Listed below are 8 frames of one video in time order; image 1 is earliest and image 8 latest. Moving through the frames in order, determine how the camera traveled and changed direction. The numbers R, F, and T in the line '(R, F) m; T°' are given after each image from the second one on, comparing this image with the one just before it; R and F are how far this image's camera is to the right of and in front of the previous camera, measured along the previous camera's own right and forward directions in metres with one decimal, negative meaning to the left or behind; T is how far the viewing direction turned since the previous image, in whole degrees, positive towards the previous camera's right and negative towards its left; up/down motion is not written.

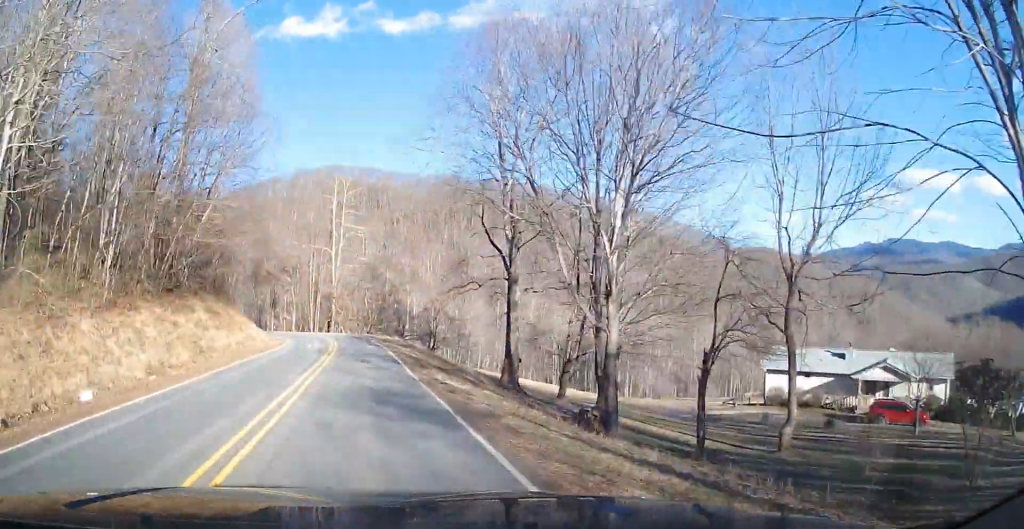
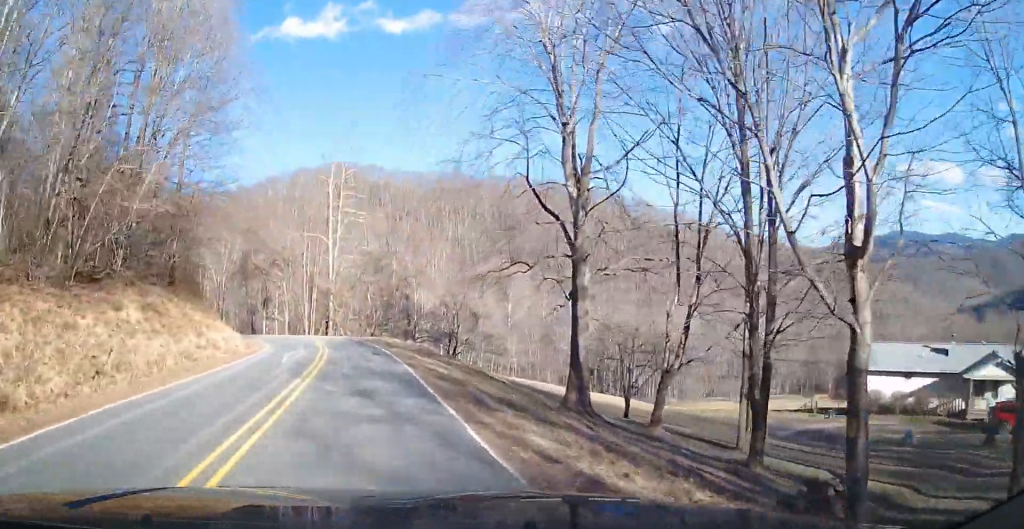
(-0.5, +10.0) m; -2°
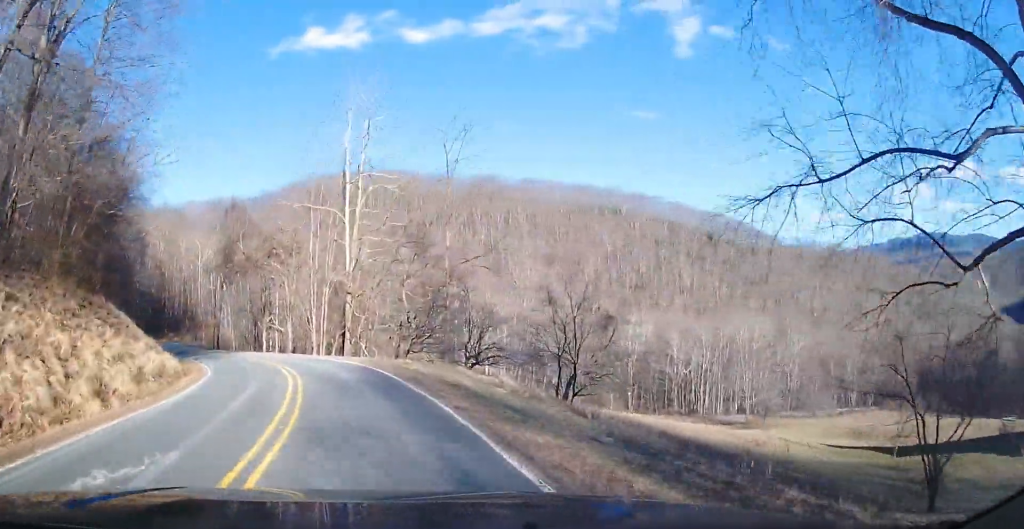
(-0.5, +18.3) m; -8°
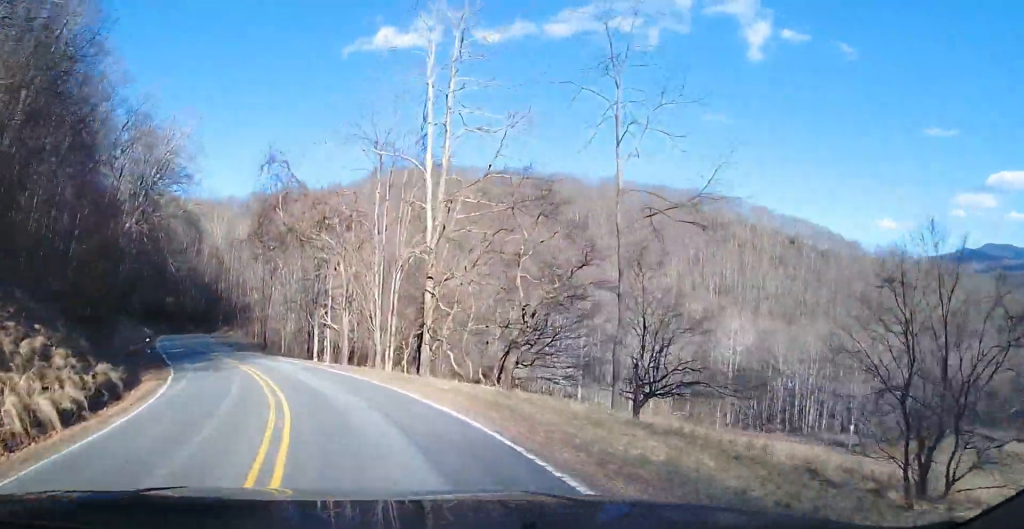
(-1.5, +13.1) m; -10°
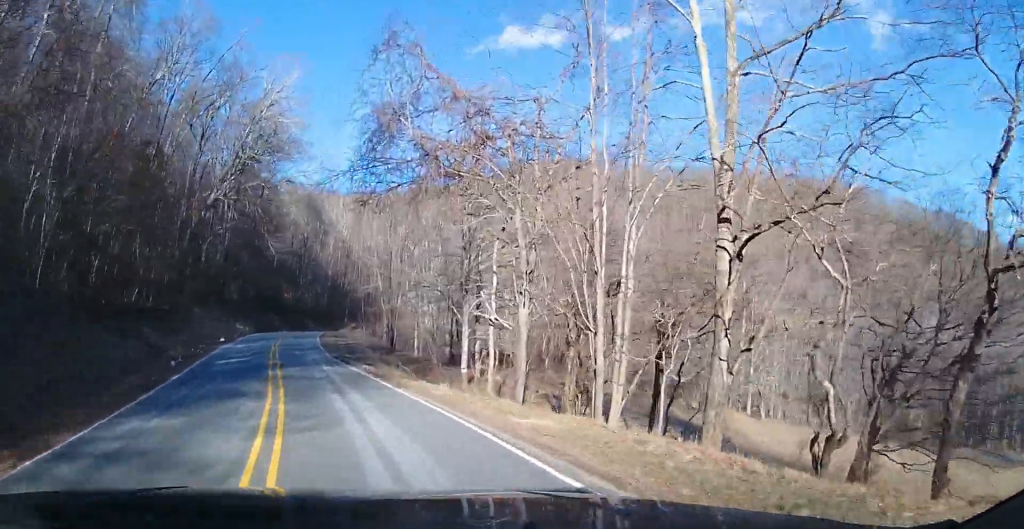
(-1.6, +15.6) m; -9°
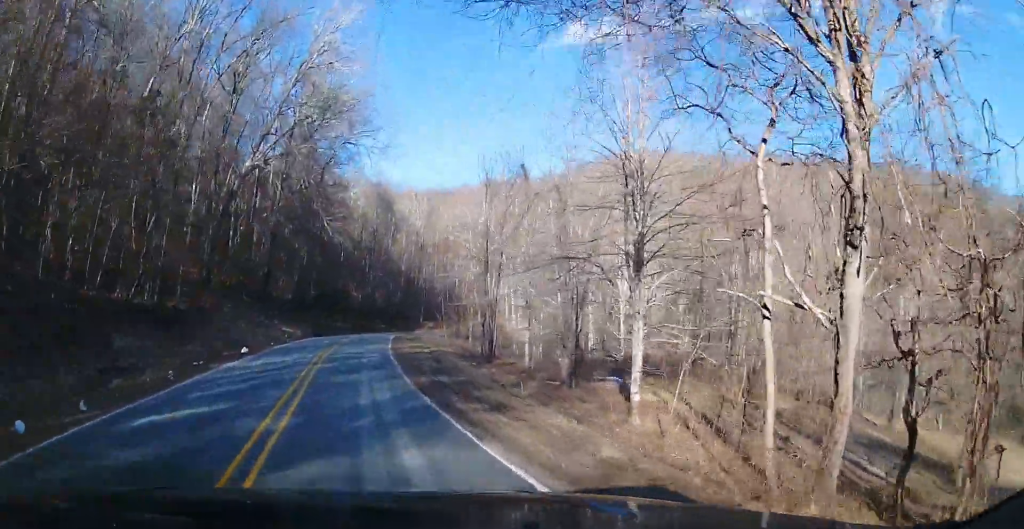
(-0.3, +12.9) m; -2°
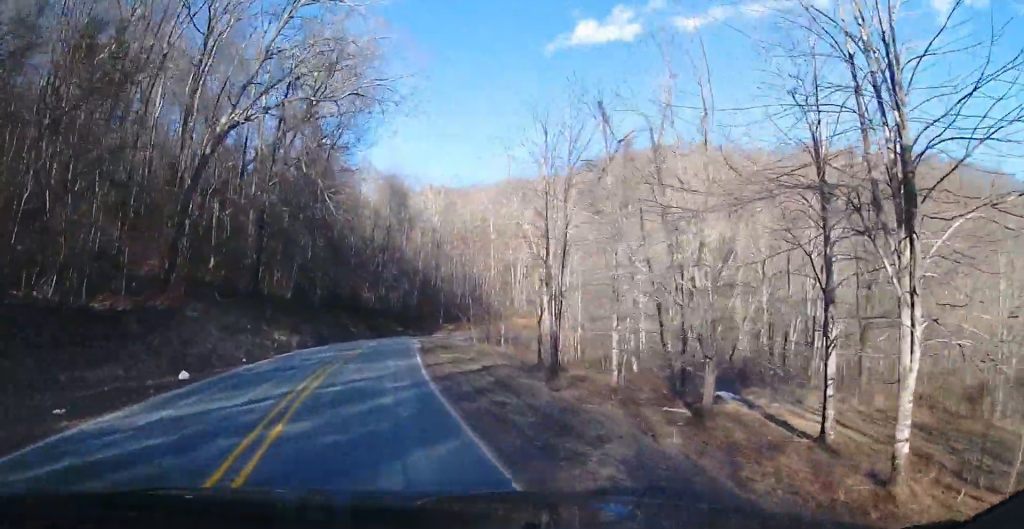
(-0.2, +10.2) m; -1°
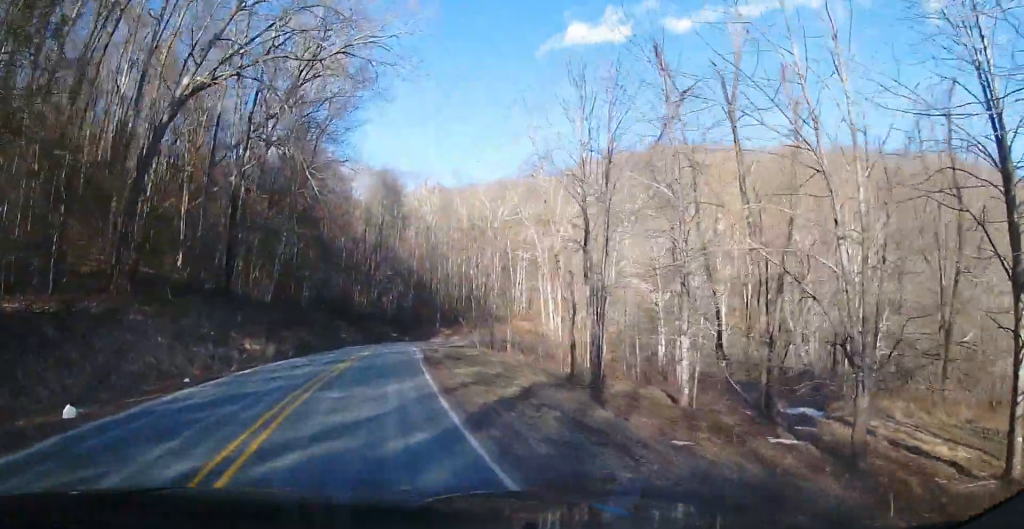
(-0.3, +5.9) m; 0°
